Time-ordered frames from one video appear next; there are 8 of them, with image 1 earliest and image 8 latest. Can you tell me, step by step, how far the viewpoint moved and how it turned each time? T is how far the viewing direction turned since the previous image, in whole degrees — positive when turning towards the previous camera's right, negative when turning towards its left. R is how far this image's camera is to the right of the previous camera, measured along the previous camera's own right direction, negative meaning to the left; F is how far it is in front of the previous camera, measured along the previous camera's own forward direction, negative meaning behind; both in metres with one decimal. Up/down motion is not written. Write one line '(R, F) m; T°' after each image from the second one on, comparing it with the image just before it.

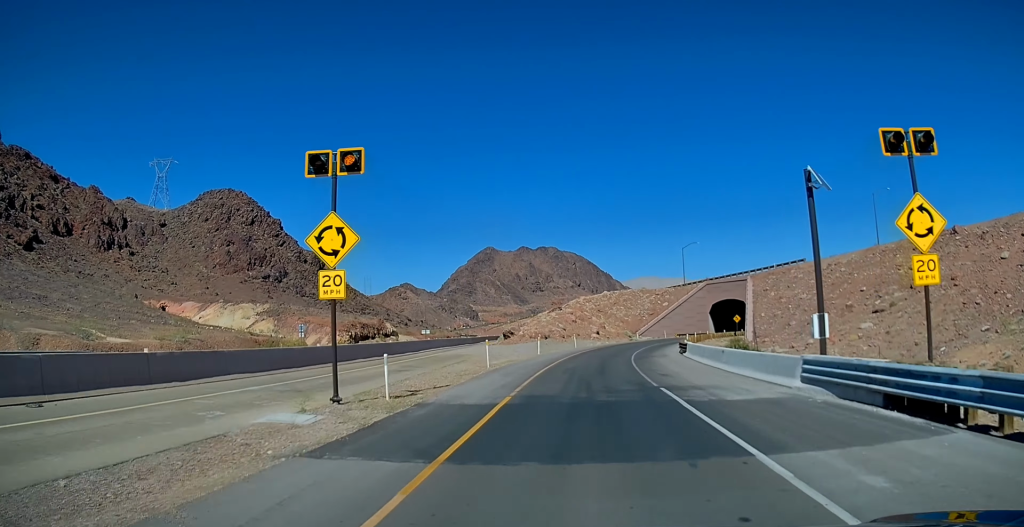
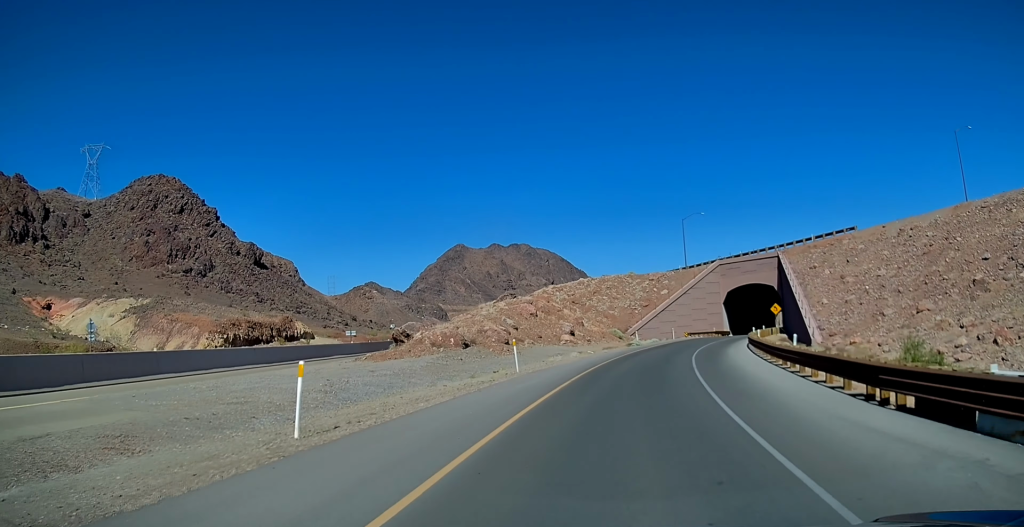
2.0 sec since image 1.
(+0.5, +36.1) m; +4°
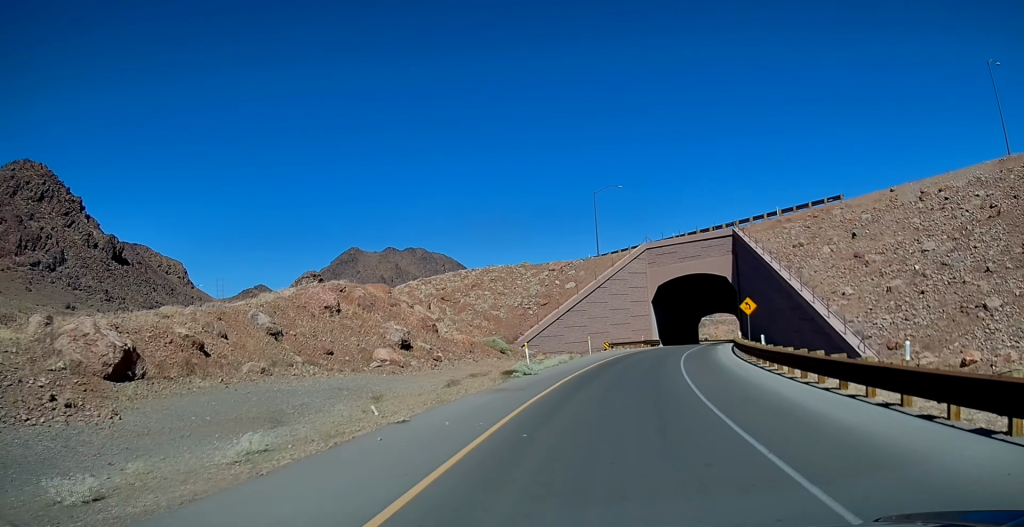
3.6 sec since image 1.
(+1.1, +28.8) m; +6°
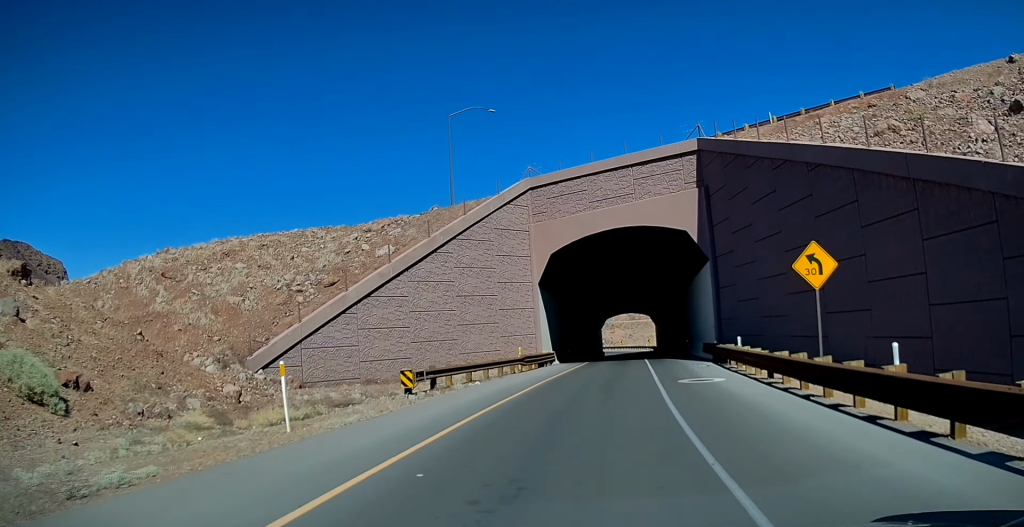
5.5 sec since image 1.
(+2.4, +33.4) m; +8°
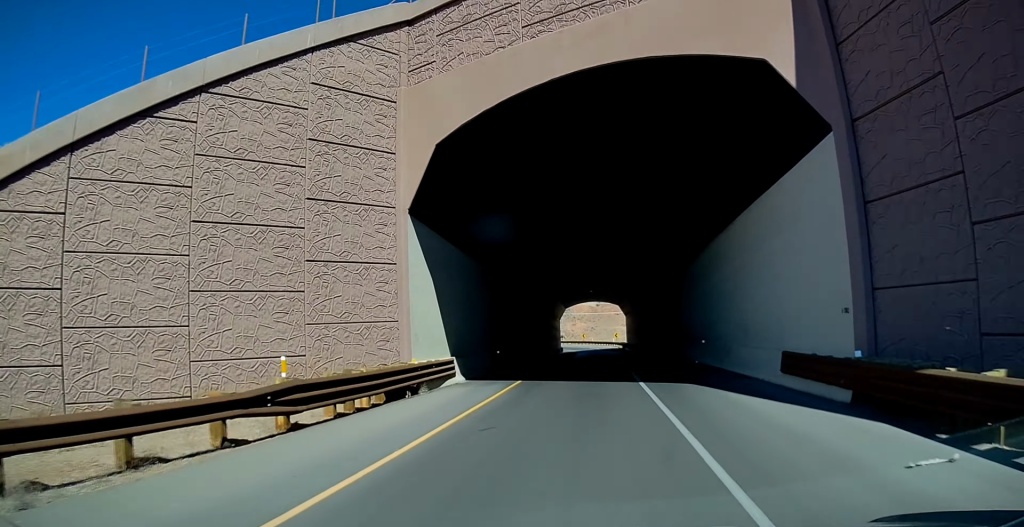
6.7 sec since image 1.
(+1.0, +21.5) m; +4°
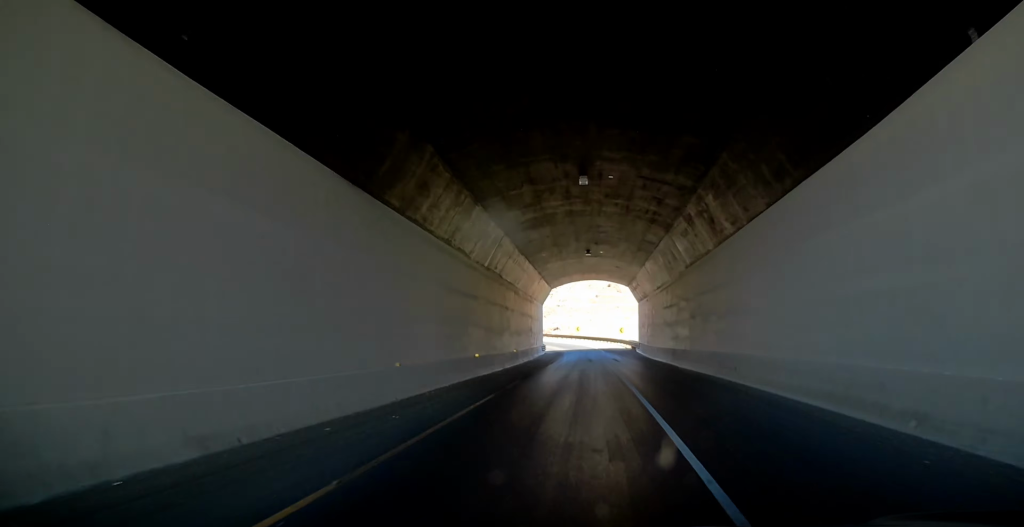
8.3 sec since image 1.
(+0.9, +29.8) m; +1°
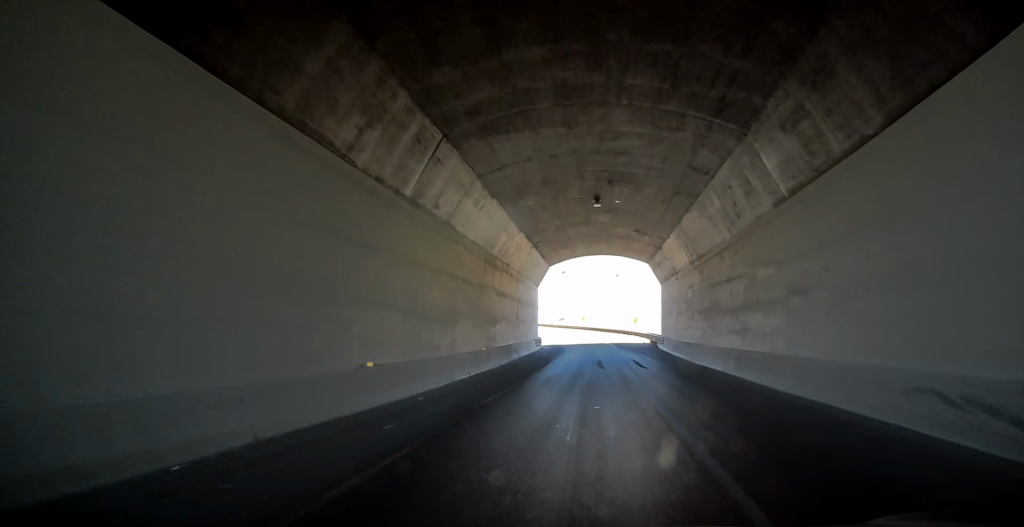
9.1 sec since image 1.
(0.0, +14.2) m; 0°
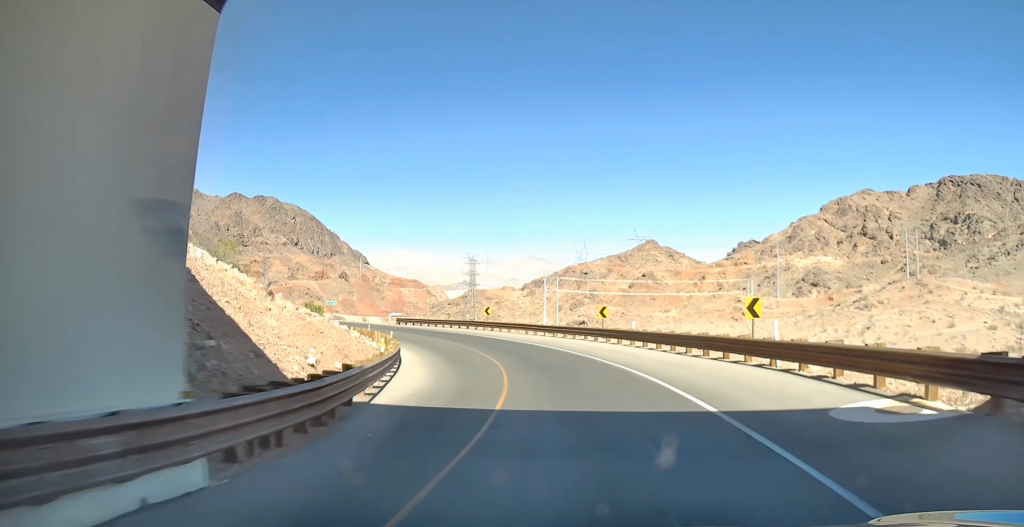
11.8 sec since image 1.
(-0.8, +46.5) m; -4°
